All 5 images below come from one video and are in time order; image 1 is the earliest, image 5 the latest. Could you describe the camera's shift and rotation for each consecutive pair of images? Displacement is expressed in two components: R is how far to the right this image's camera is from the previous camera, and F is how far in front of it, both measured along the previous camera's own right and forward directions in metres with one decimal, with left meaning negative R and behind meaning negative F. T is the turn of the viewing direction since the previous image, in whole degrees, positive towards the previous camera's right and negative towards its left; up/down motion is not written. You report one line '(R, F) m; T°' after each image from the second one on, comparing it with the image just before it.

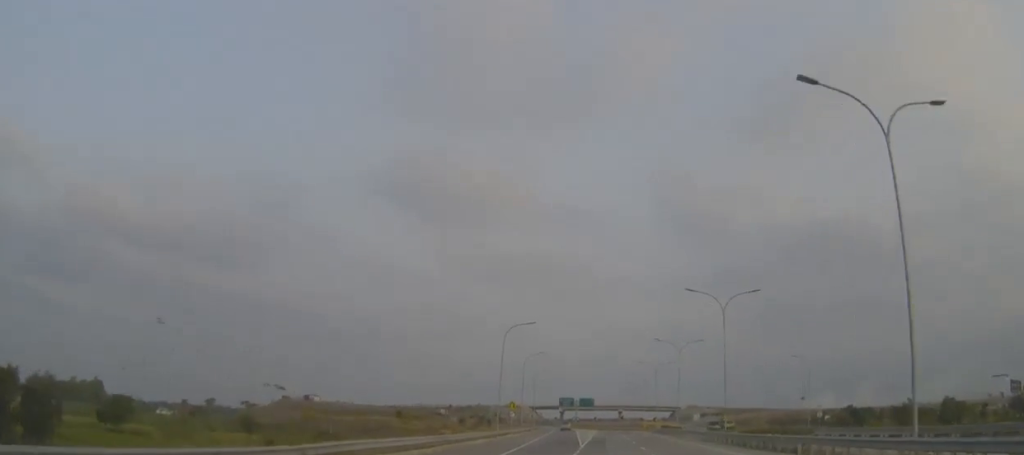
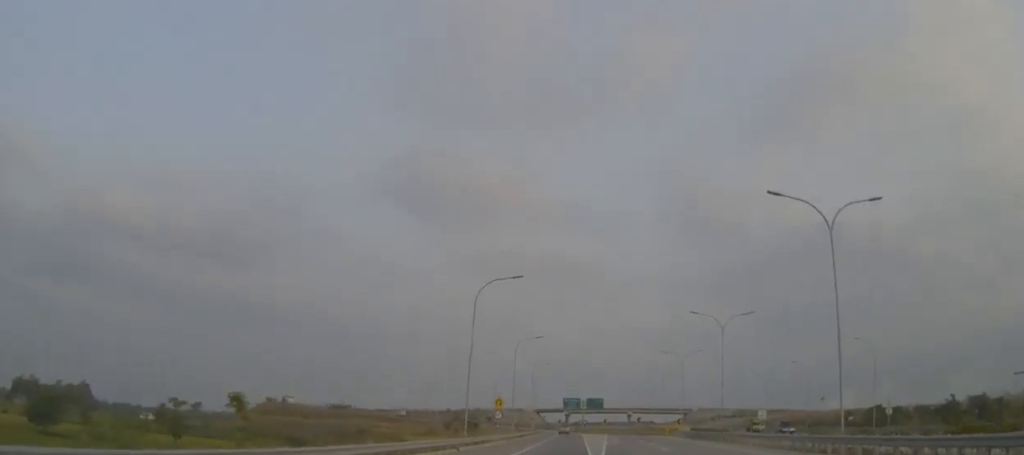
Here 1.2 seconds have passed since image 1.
(-0.2, +25.0) m; 0°
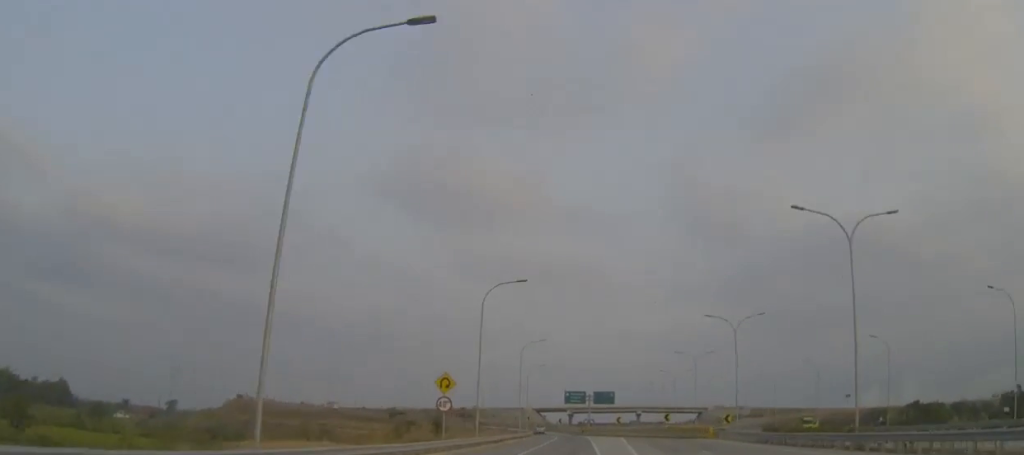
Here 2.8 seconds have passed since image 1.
(-0.1, +33.0) m; 0°
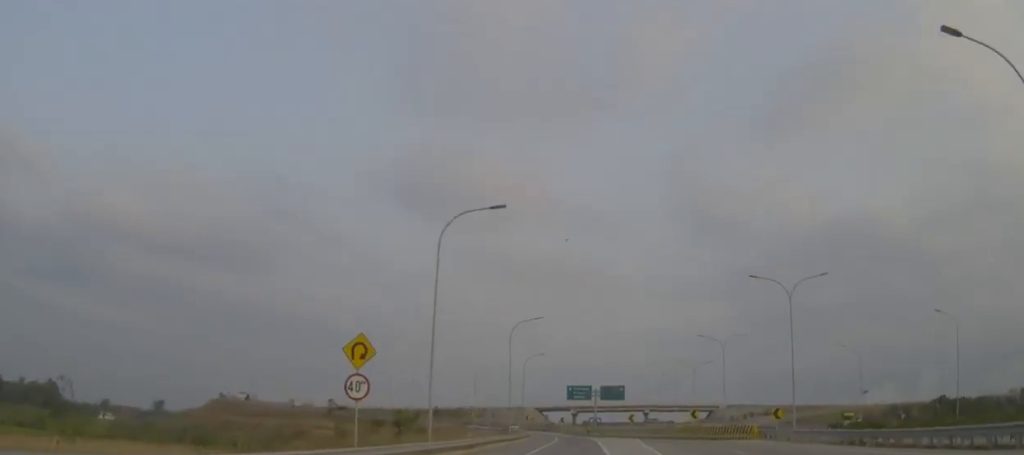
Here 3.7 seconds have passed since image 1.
(0.0, +17.9) m; 0°
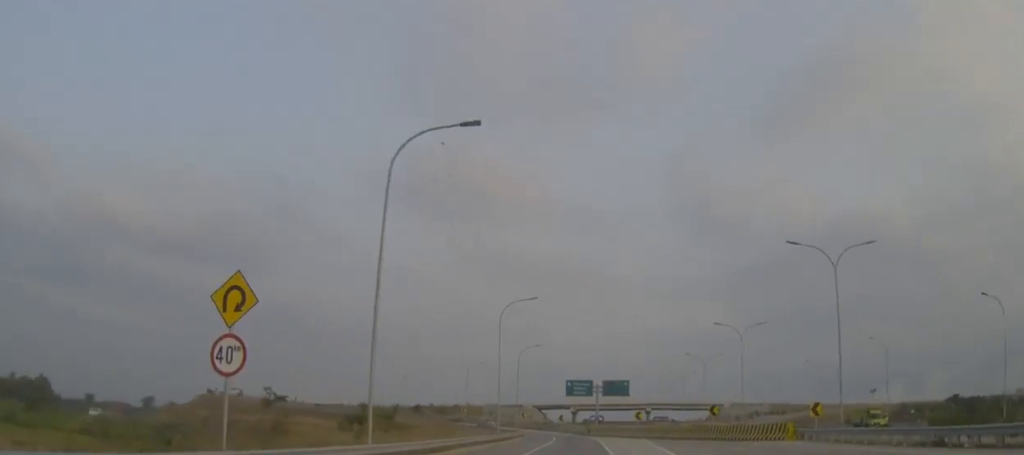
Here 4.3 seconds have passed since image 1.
(0.0, +9.9) m; 0°
